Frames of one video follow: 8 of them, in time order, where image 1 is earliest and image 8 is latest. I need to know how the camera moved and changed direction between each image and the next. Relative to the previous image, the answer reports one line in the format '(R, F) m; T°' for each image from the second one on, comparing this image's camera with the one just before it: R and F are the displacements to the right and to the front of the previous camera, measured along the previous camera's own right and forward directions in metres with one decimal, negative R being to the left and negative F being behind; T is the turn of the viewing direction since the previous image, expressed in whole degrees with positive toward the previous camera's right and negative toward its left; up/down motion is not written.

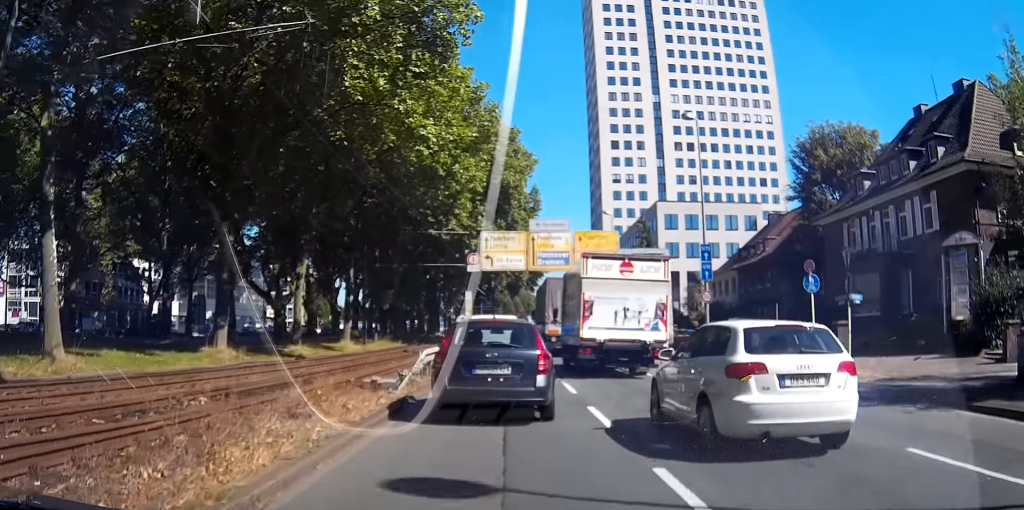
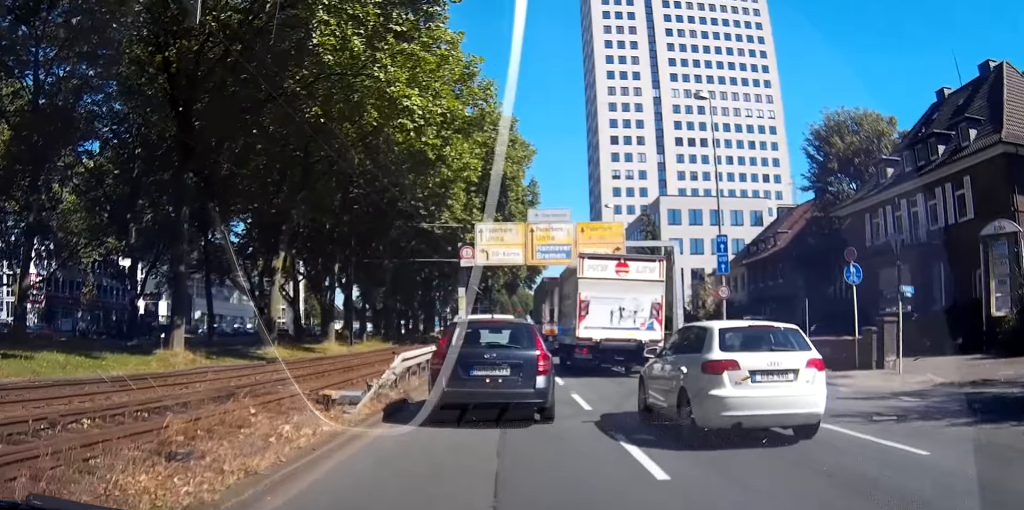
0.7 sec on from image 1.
(0.0, +3.3) m; -2°
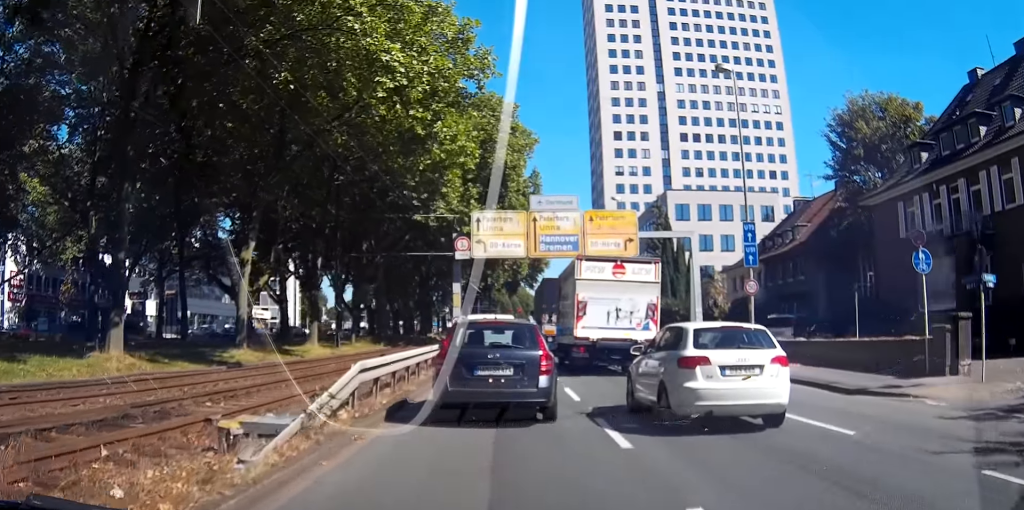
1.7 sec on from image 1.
(-0.1, +4.2) m; -4°
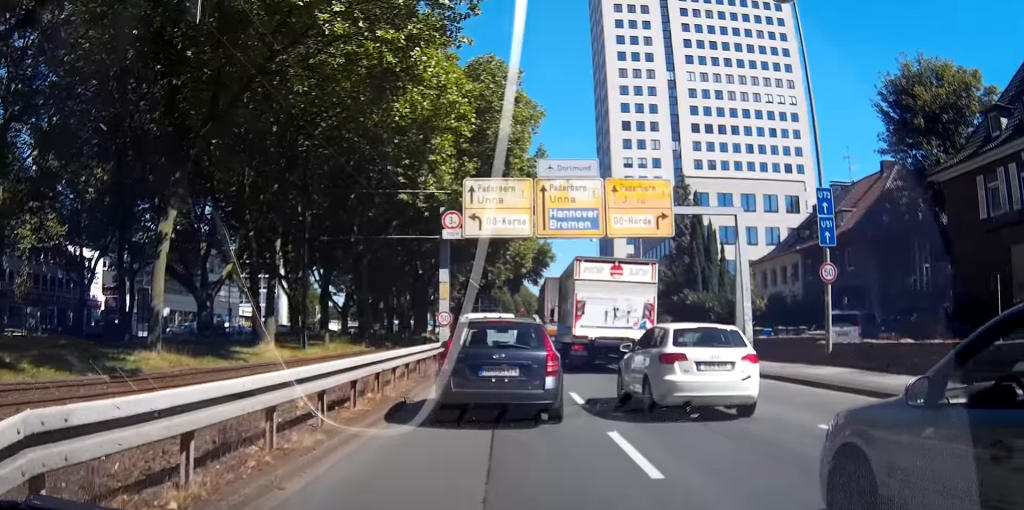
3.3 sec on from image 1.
(-0.6, +7.7) m; -3°
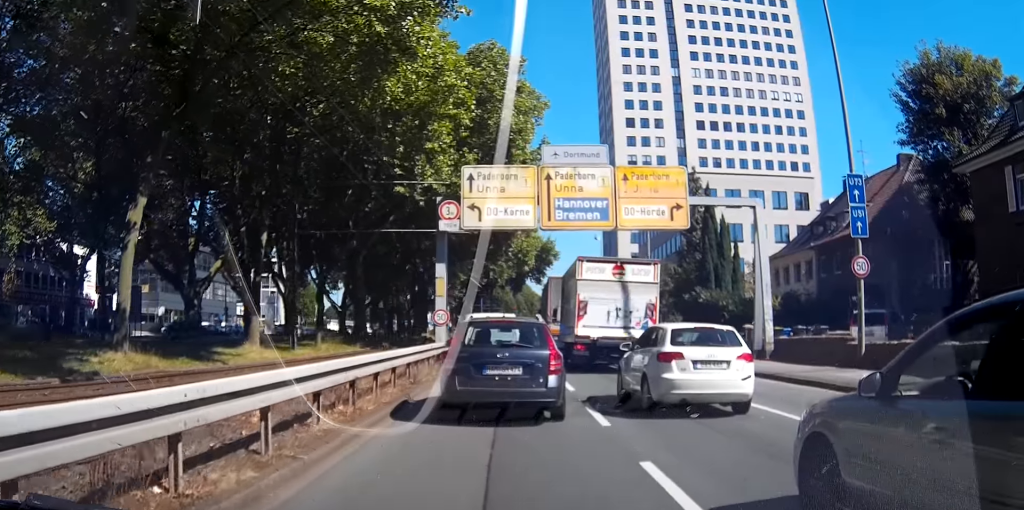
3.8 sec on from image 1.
(+0.2, +2.4) m; 0°
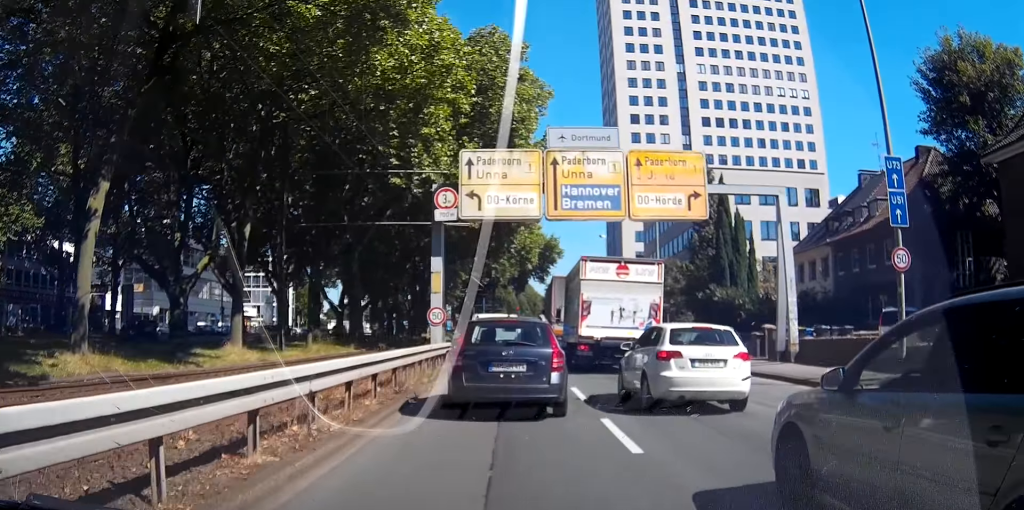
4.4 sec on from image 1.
(+0.2, +2.5) m; 0°
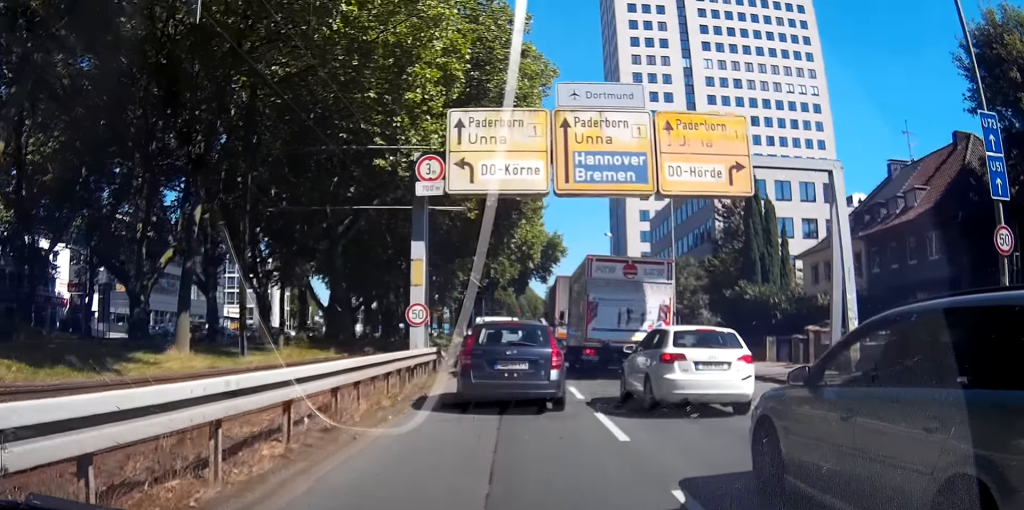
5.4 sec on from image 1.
(-0.4, +5.1) m; -4°
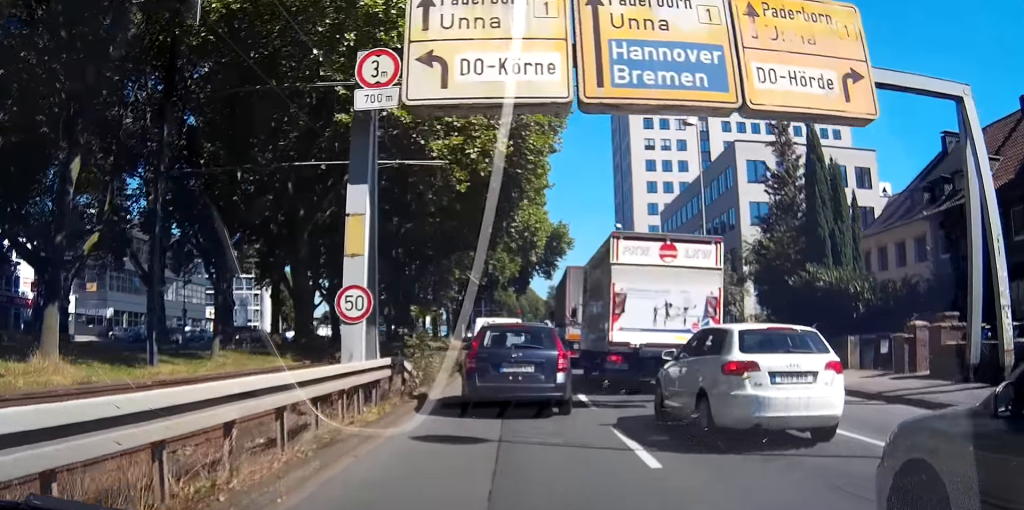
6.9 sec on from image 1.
(0.0, +7.3) m; 0°
